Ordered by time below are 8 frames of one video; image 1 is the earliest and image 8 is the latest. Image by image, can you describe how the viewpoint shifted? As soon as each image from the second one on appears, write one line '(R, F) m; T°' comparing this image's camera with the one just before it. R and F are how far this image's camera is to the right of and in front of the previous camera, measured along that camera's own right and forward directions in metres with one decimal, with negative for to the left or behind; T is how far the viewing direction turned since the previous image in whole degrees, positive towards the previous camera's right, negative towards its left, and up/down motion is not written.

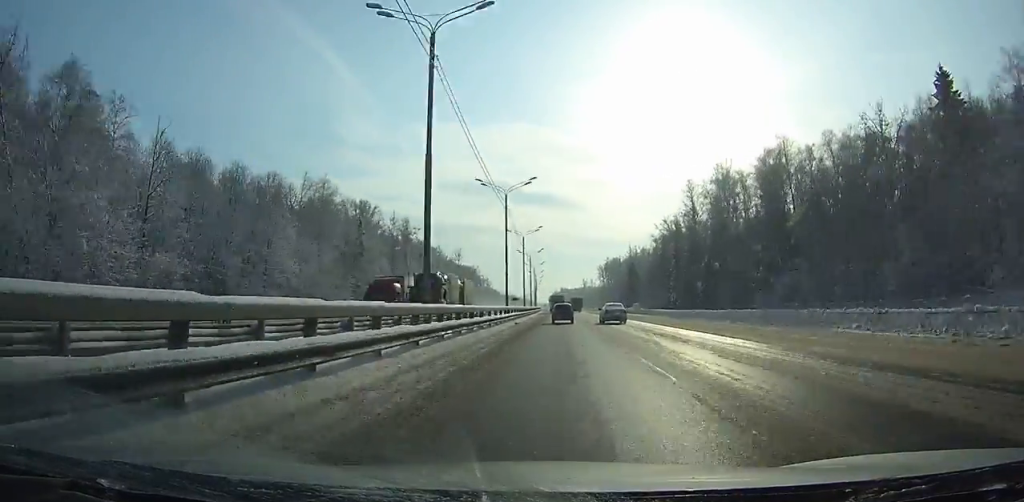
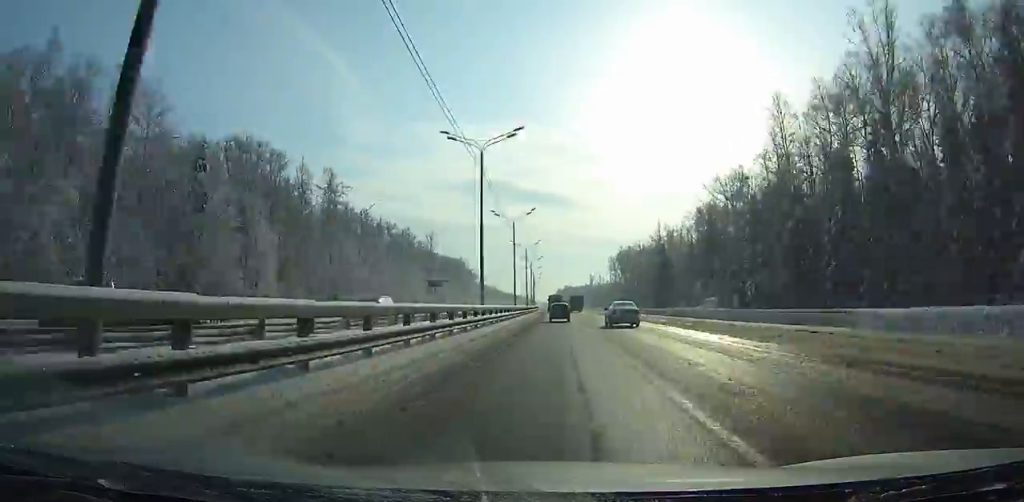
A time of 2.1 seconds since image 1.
(-0.1, +53.6) m; 0°
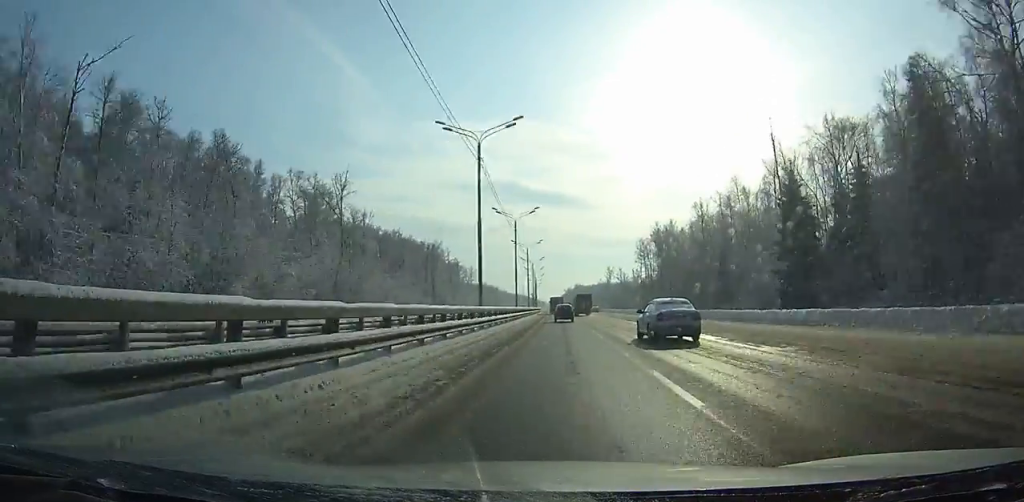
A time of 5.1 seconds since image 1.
(-0.5, +76.9) m; -1°
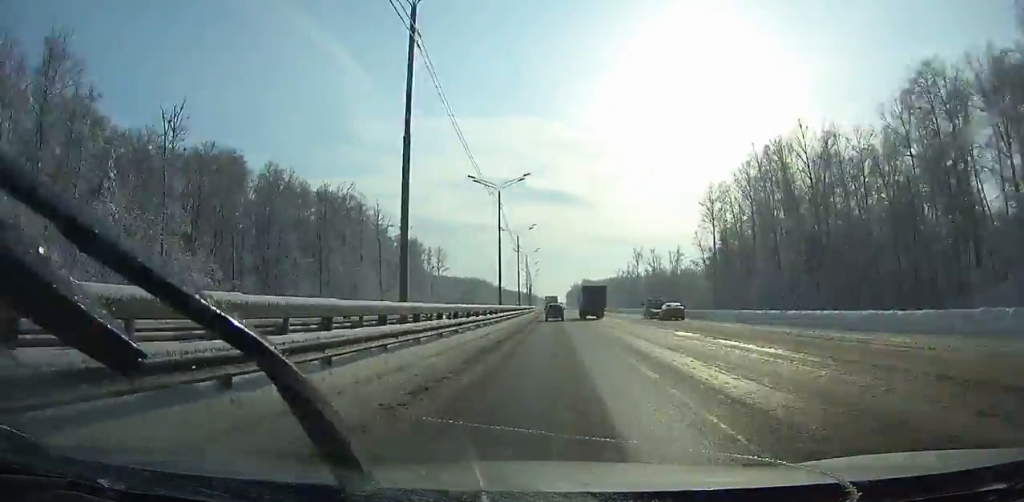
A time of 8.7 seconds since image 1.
(-0.4, +92.7) m; -1°
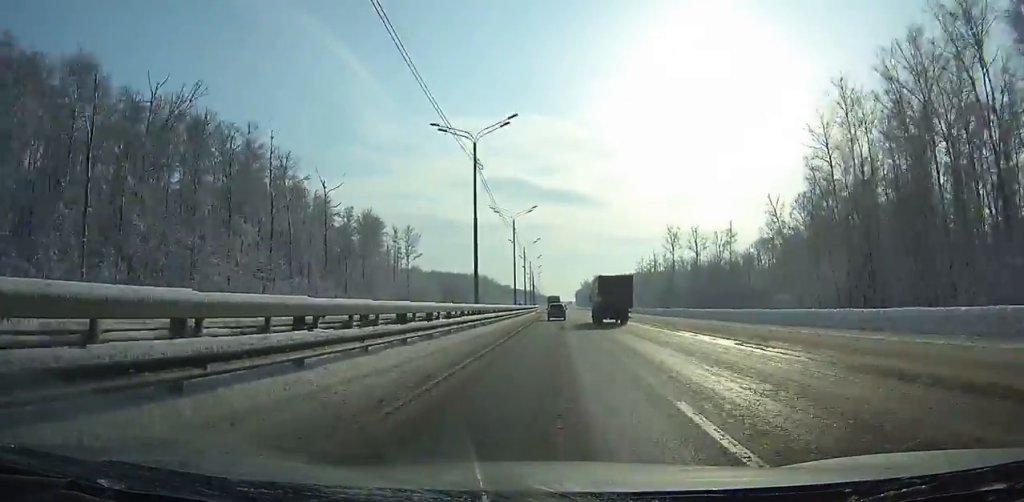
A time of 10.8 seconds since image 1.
(-0.3, +54.3) m; -1°
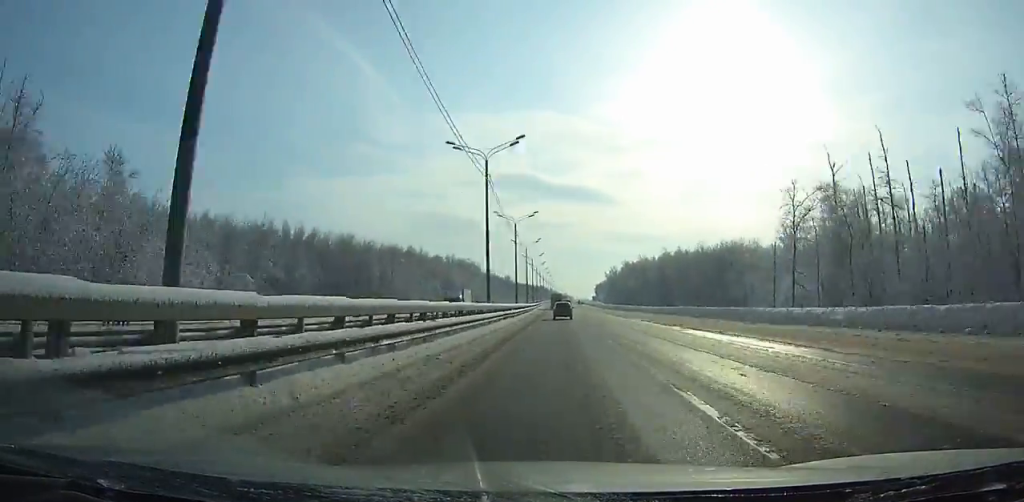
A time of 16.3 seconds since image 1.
(-1.5, +141.6) m; -1°
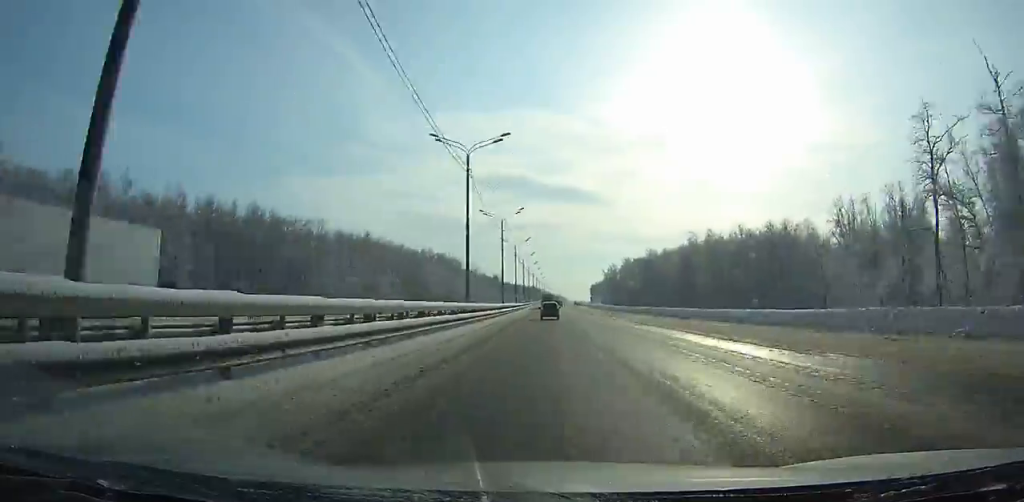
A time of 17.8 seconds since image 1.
(0.0, +38.4) m; 0°
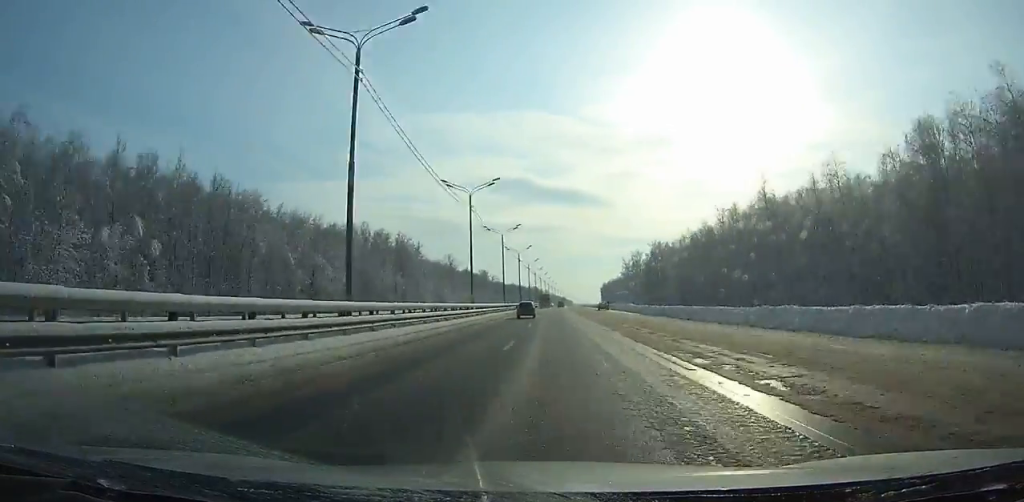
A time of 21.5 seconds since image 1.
(+0.1, +93.8) m; 0°
